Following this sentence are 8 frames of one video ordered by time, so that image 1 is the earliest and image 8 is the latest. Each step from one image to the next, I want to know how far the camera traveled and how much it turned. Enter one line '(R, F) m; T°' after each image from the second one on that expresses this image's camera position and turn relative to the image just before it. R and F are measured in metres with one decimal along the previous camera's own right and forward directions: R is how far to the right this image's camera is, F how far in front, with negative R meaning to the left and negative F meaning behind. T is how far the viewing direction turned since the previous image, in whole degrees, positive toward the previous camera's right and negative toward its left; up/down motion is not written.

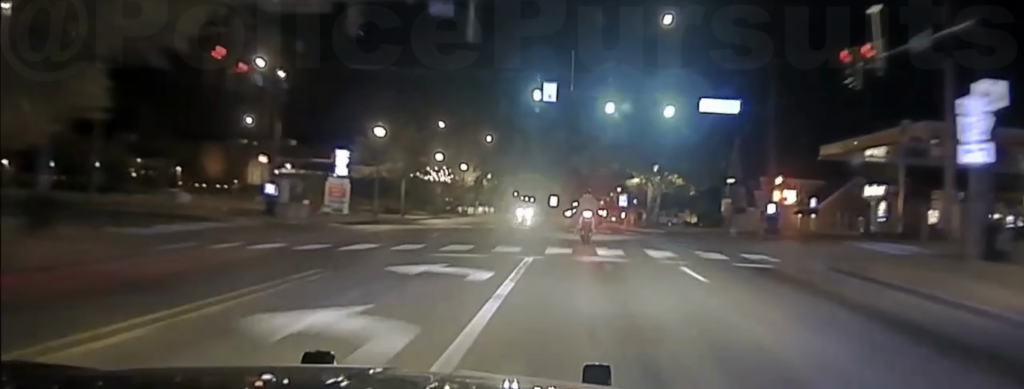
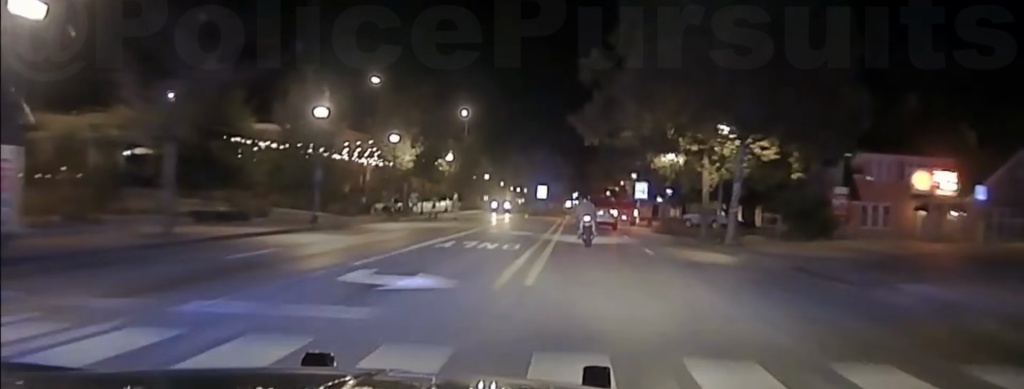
(-0.2, +32.8) m; -1°
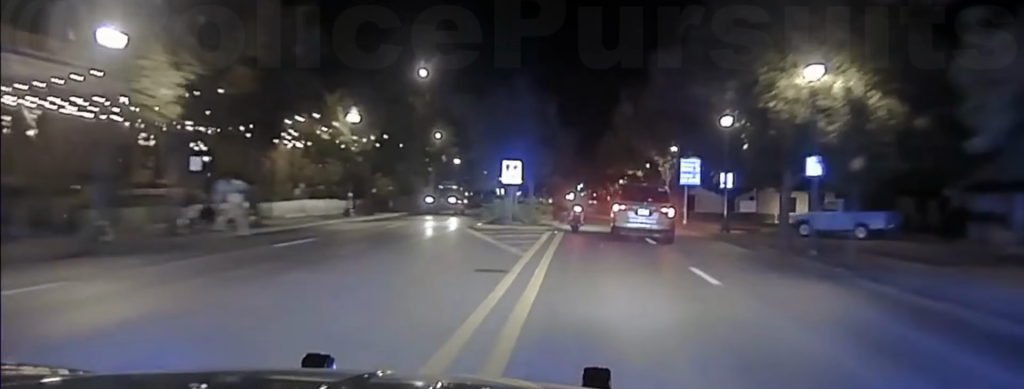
(+0.2, +34.2) m; +1°
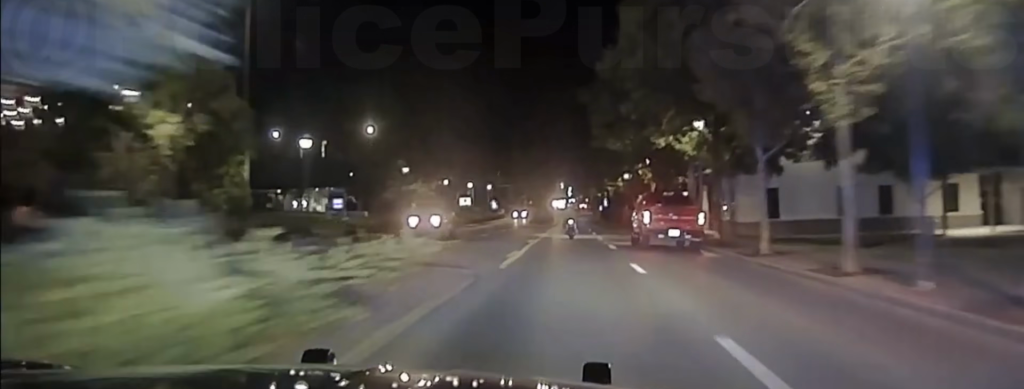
(0.0, +46.1) m; 0°
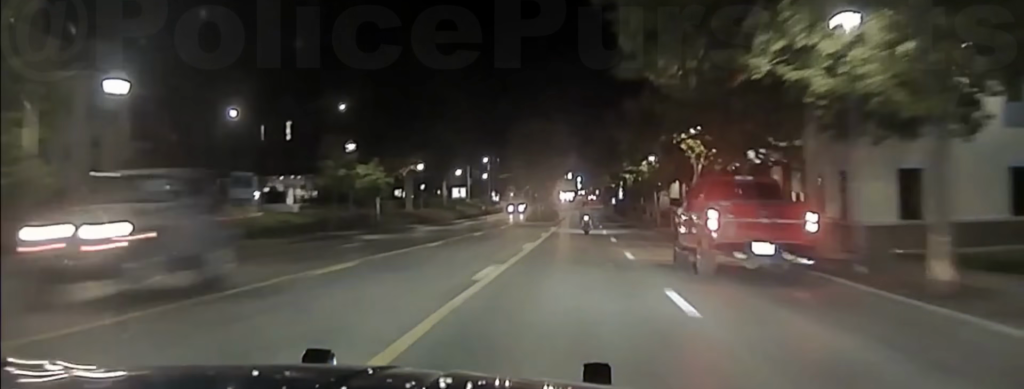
(0.0, +20.5) m; 0°
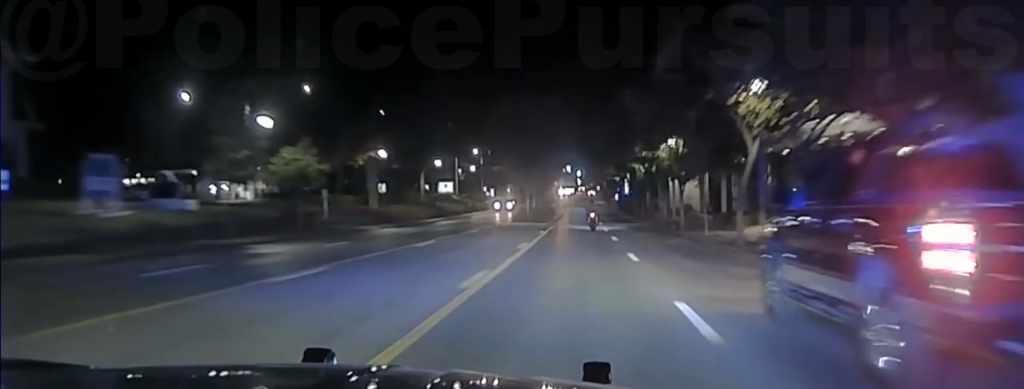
(0.0, +14.4) m; 0°
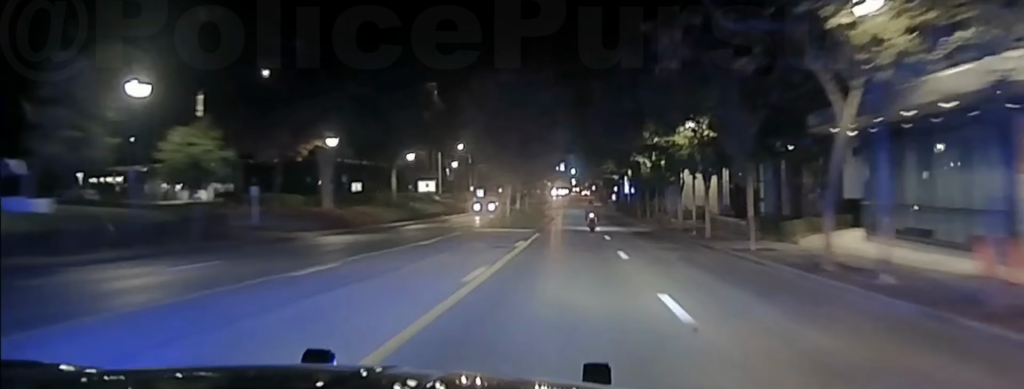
(0.0, +12.3) m; 0°
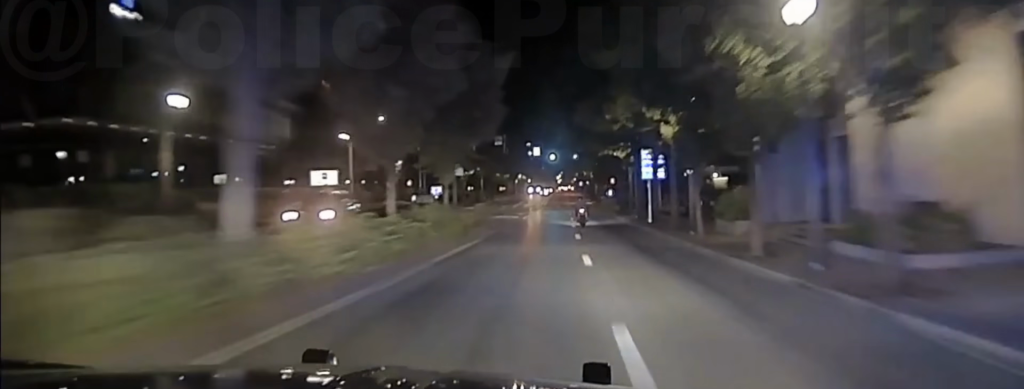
(-0.1, +40.9) m; -1°
